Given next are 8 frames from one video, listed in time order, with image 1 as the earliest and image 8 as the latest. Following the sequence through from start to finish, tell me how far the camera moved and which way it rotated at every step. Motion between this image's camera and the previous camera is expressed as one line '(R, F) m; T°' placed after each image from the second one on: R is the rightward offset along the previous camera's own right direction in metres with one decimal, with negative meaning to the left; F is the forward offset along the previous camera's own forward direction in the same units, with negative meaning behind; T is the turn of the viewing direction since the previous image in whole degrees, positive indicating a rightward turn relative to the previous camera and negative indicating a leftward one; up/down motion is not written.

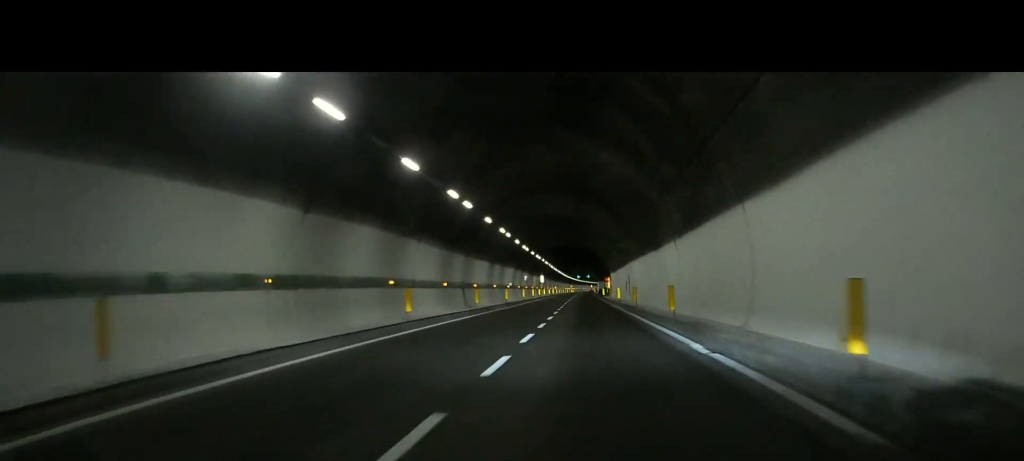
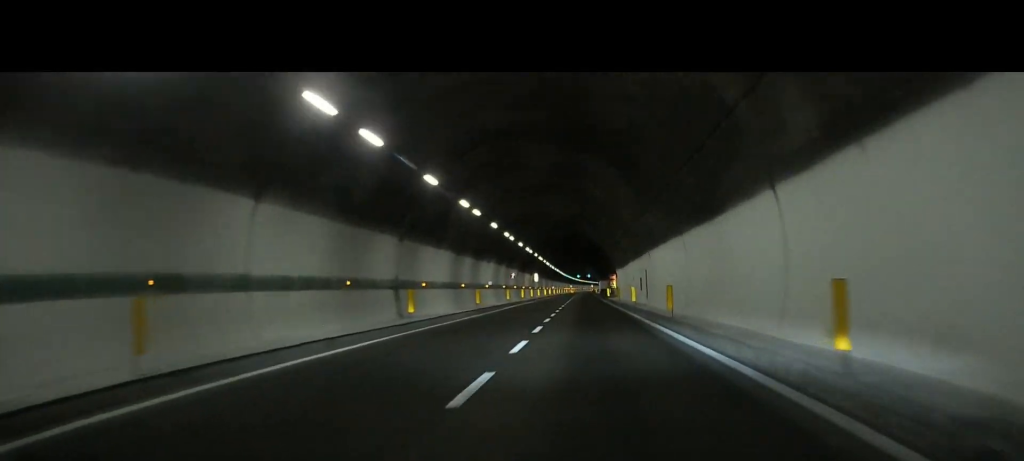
(0.0, +15.5) m; 0°
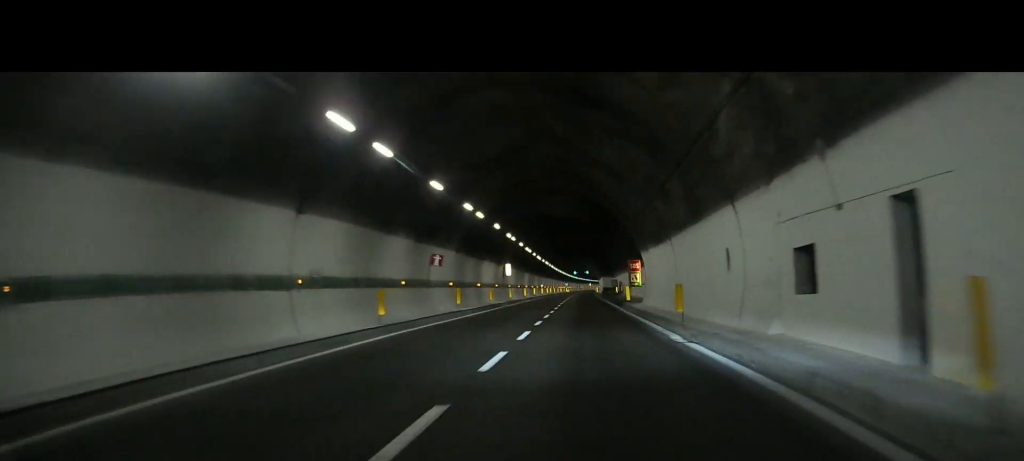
(0.0, +35.1) m; 0°
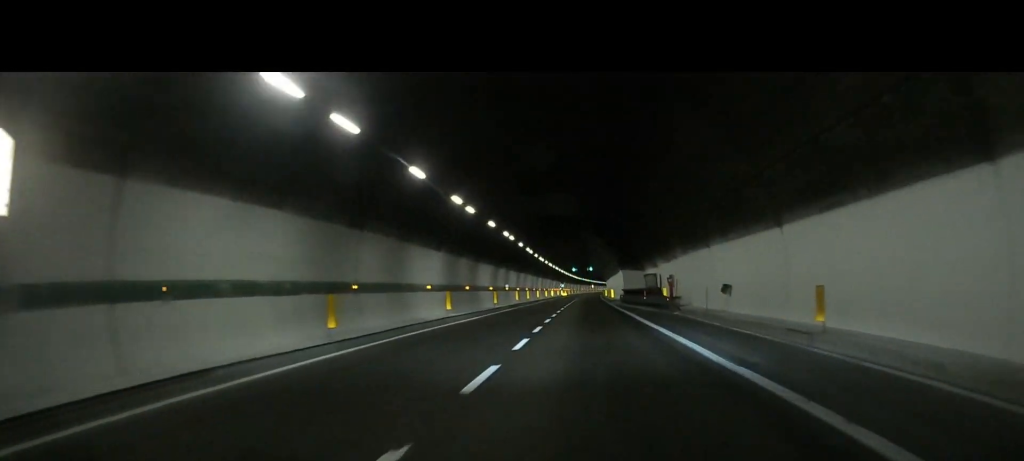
(0.0, +59.0) m; 0°
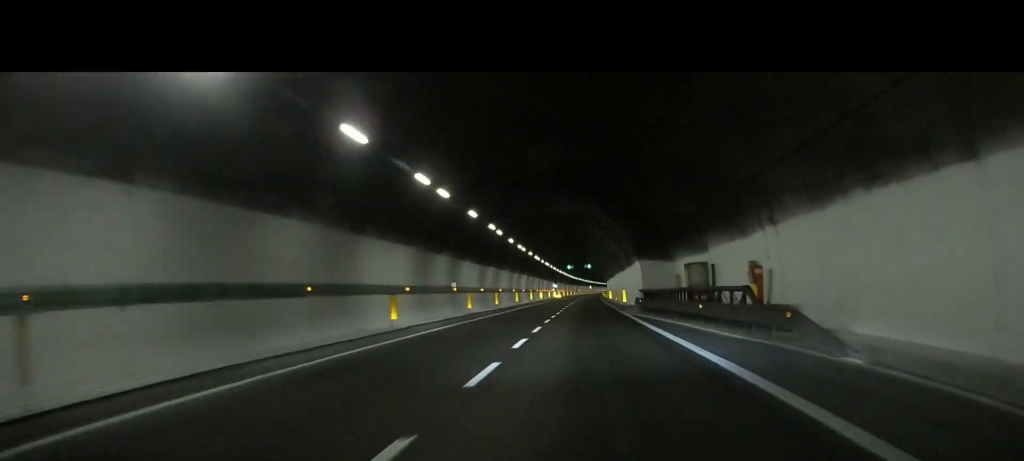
(0.0, +24.6) m; 0°
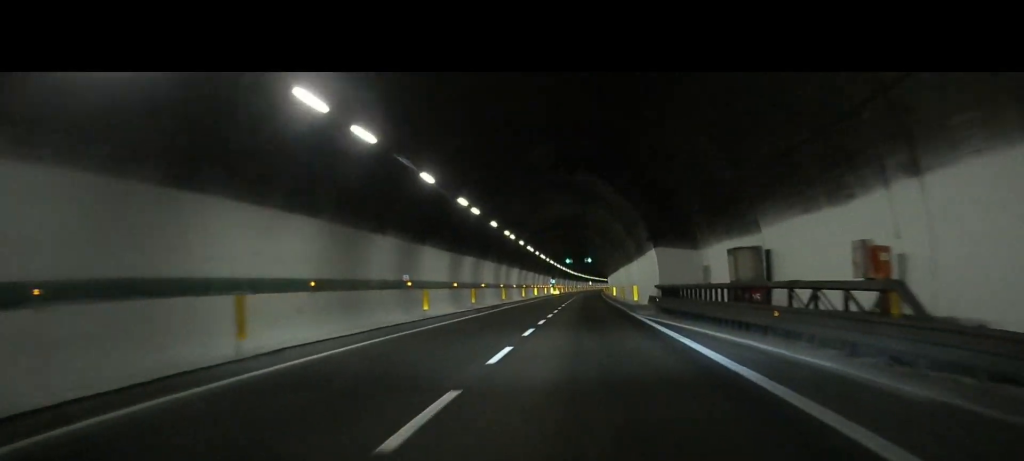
(0.0, +10.2) m; 0°
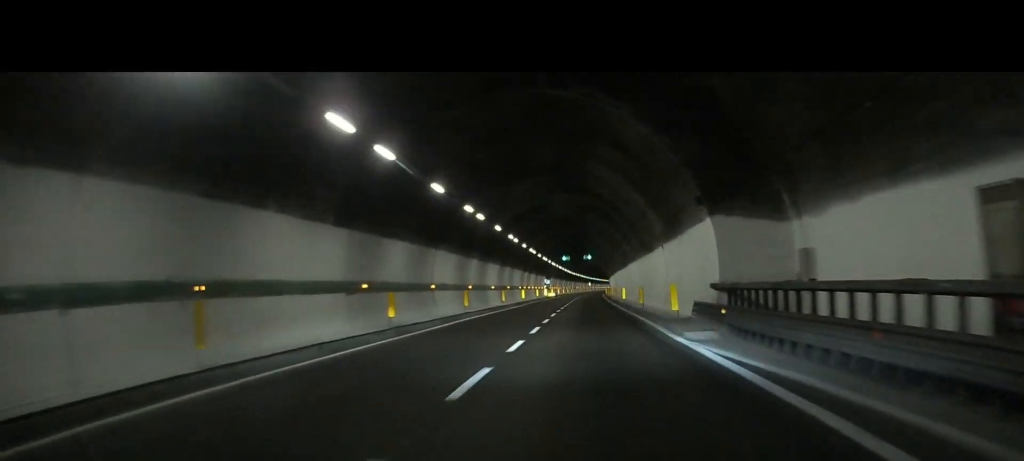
(0.0, +16.2) m; 0°
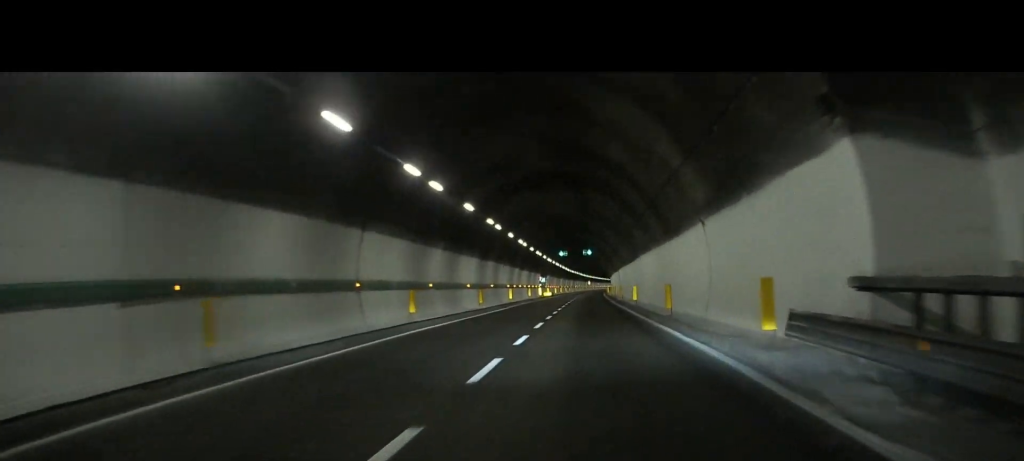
(0.0, +11.1) m; 0°
